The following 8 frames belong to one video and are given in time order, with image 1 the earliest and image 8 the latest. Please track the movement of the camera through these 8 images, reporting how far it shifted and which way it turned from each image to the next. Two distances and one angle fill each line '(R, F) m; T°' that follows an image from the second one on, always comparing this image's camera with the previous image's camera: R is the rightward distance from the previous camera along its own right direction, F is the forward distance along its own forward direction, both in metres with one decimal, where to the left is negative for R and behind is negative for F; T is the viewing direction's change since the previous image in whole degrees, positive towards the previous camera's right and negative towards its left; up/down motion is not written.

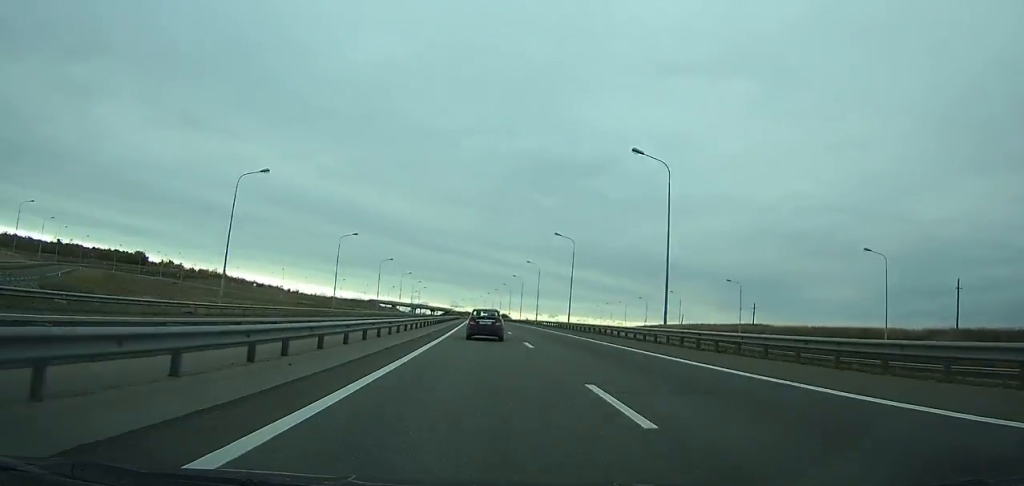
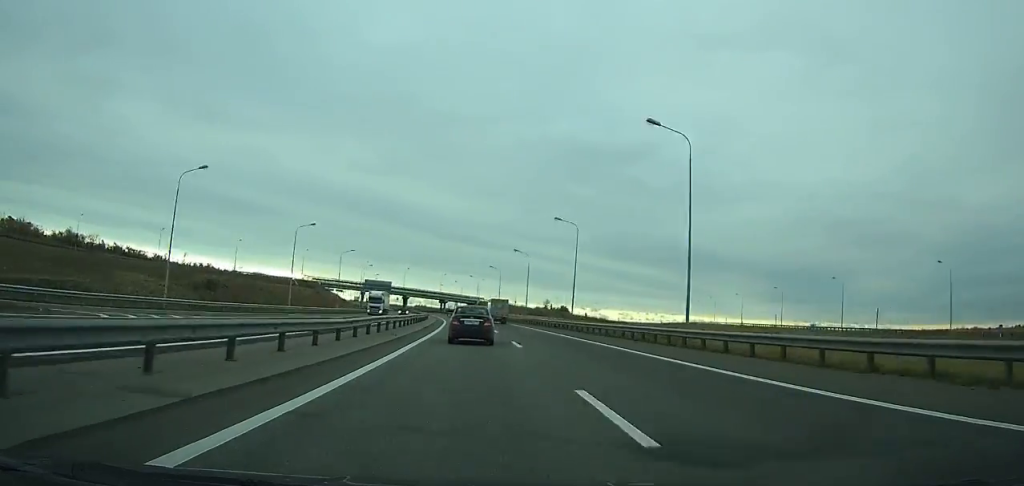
(-7.8, +207.8) m; -5°
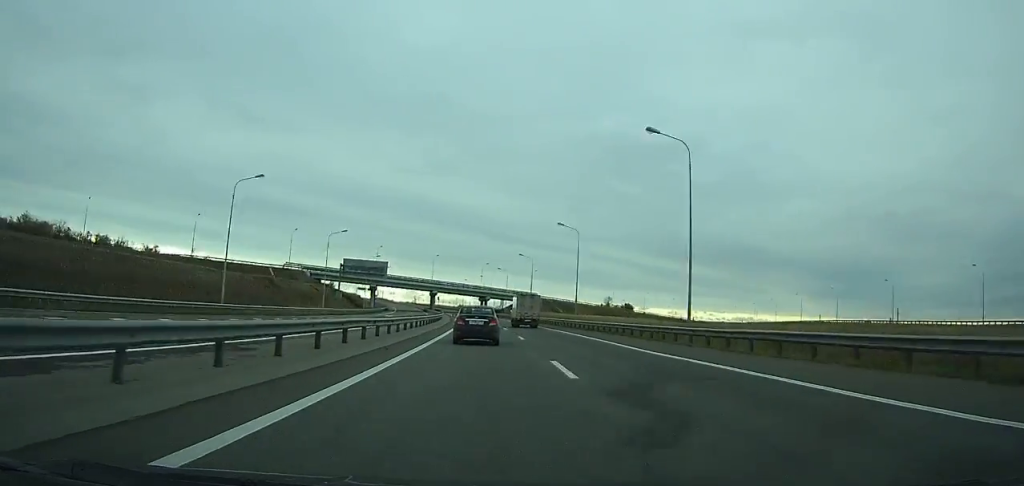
(-1.4, +62.0) m; -3°
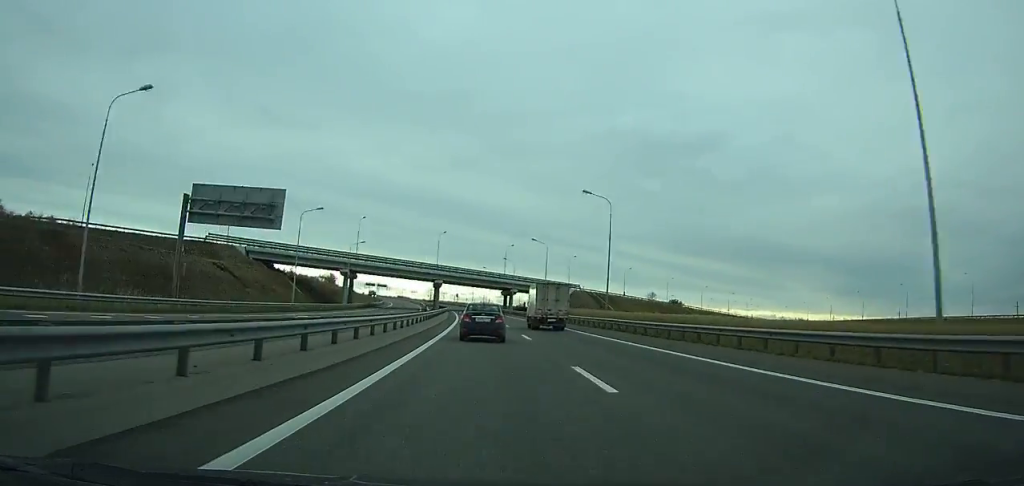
(-0.1, +52.8) m; -3°
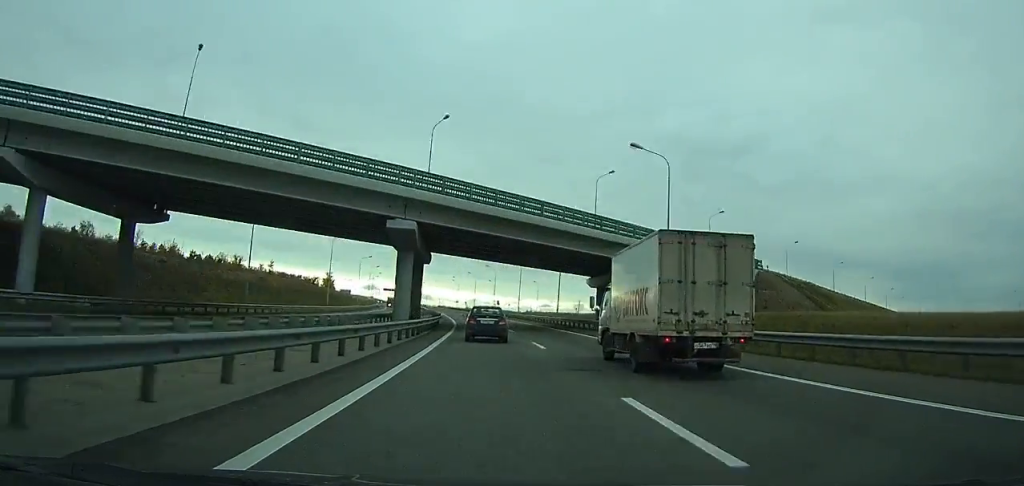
(-4.0, +88.6) m; -4°
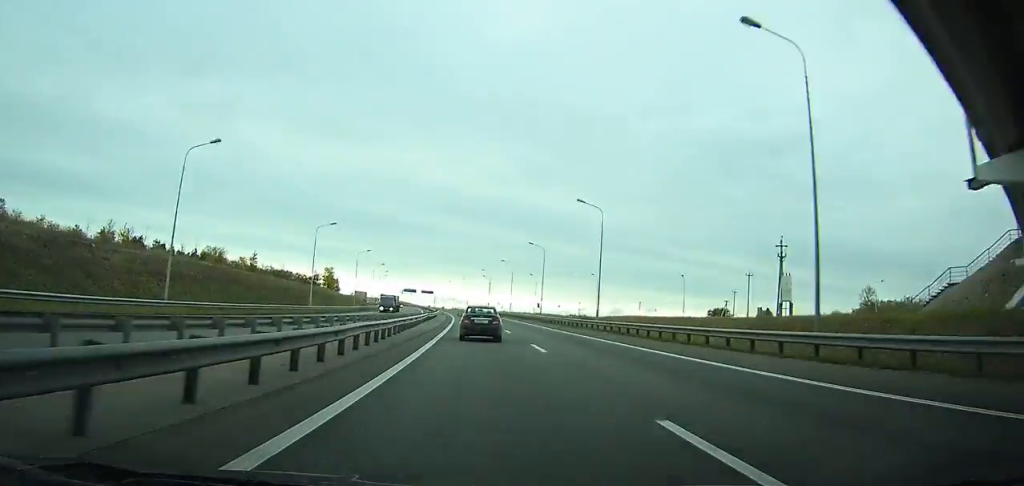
(-1.7, +48.3) m; -3°
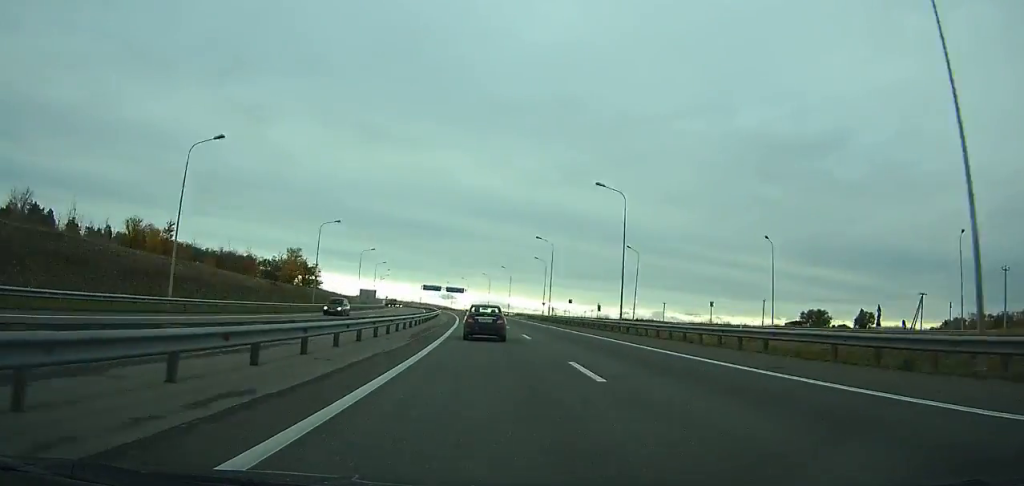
(-2.5, +67.7) m; -4°
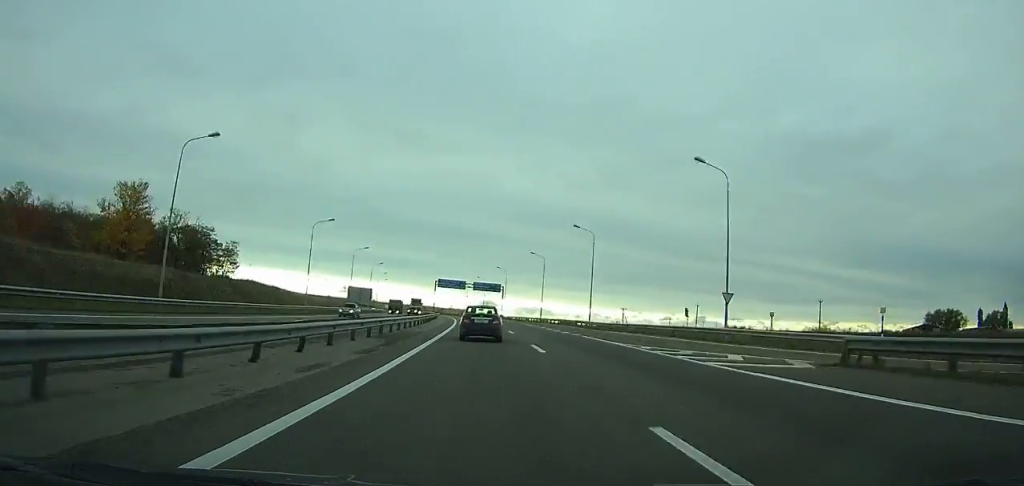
(-3.0, +70.1) m; -4°
